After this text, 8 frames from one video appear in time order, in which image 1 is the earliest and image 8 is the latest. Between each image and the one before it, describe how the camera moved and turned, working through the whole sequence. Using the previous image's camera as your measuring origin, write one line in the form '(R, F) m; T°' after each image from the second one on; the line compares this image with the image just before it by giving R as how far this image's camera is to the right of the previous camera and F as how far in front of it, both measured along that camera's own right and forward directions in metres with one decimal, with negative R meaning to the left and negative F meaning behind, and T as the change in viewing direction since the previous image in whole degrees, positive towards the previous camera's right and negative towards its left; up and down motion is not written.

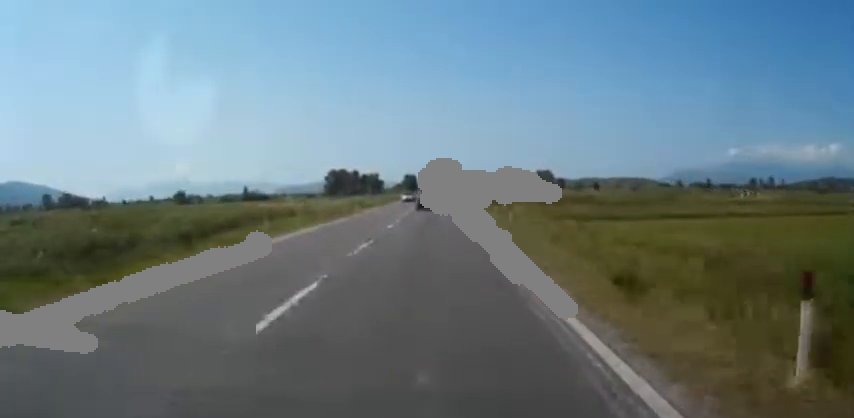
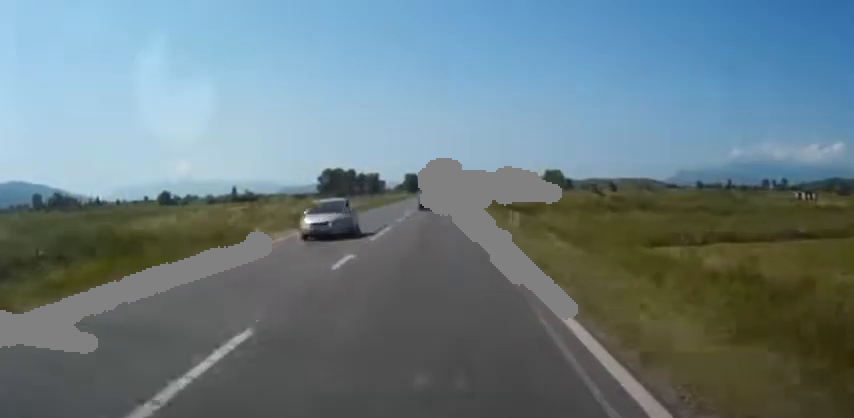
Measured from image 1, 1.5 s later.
(-0.1, +30.6) m; -1°
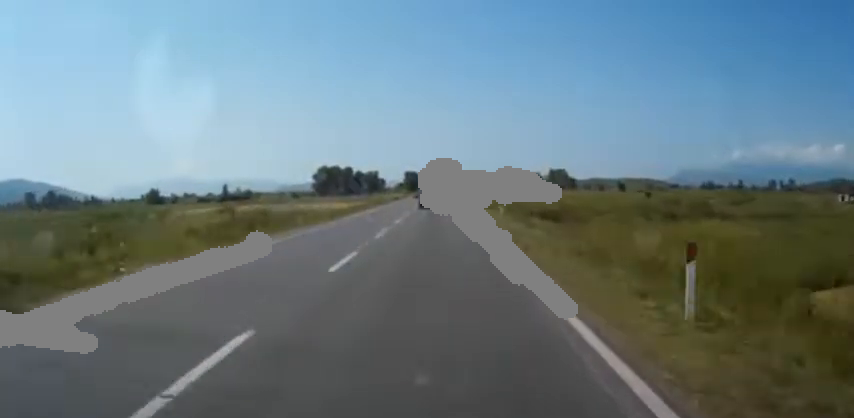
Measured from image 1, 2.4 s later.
(-0.1, +18.0) m; 0°
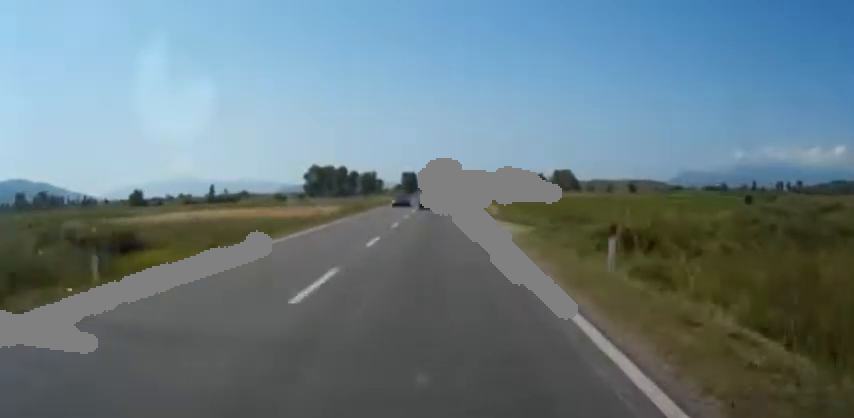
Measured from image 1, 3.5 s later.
(+0.1, +21.3) m; 0°
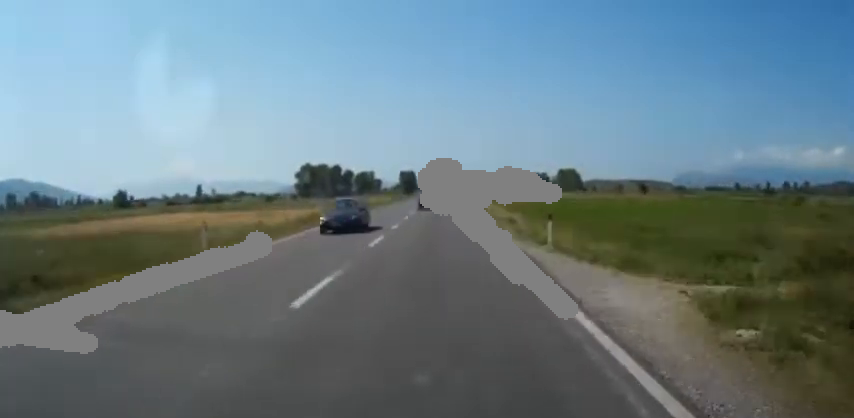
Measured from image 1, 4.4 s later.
(-0.1, +18.1) m; 0°
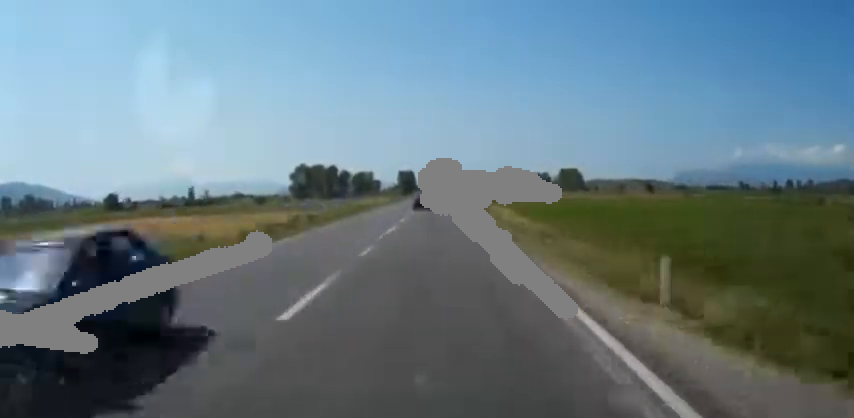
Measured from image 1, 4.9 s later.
(0.0, +10.1) m; 0°
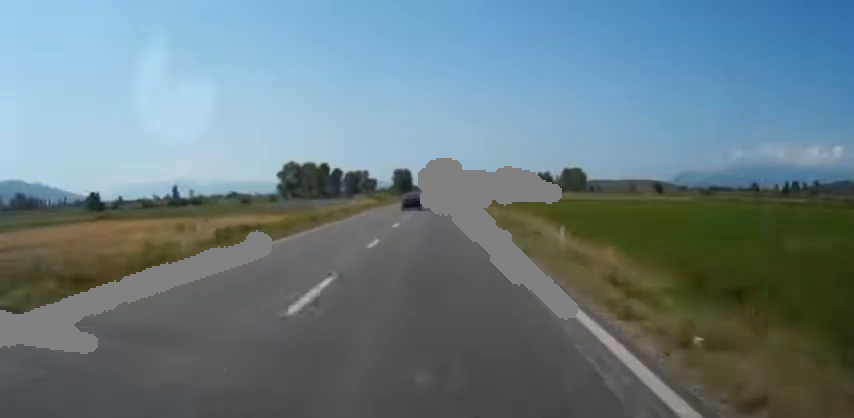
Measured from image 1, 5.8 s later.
(+0.1, +17.6) m; 0°
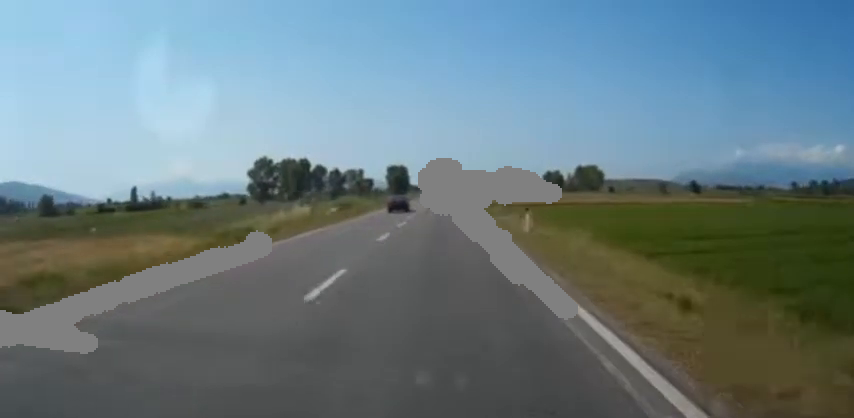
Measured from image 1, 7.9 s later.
(+0.2, +43.4) m; 0°
